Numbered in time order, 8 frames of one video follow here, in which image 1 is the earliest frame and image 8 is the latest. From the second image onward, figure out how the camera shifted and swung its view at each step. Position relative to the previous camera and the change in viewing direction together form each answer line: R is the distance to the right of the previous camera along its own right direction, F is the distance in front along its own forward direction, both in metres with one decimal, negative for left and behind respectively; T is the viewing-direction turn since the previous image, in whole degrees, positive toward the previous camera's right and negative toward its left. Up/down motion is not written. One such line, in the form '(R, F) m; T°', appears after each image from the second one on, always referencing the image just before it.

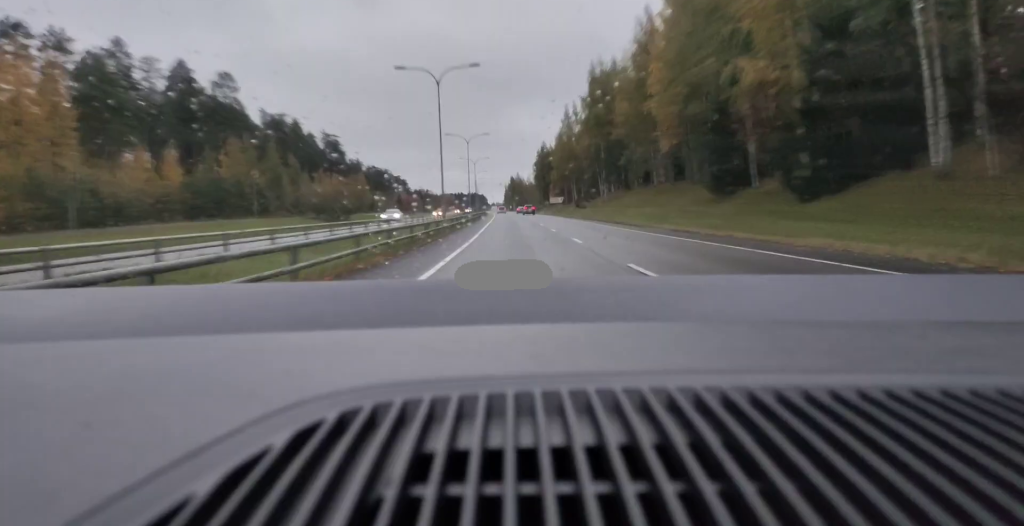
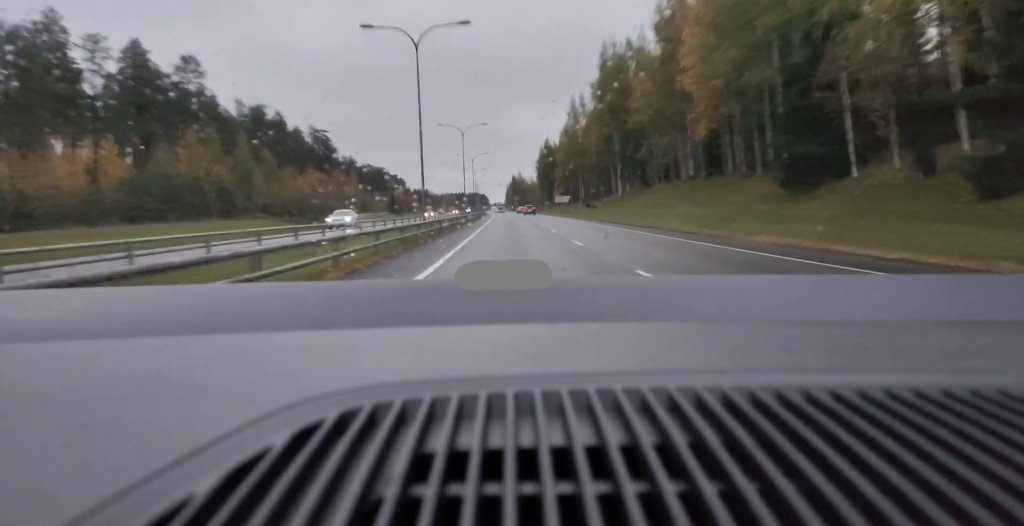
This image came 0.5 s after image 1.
(+0.1, +12.7) m; 0°
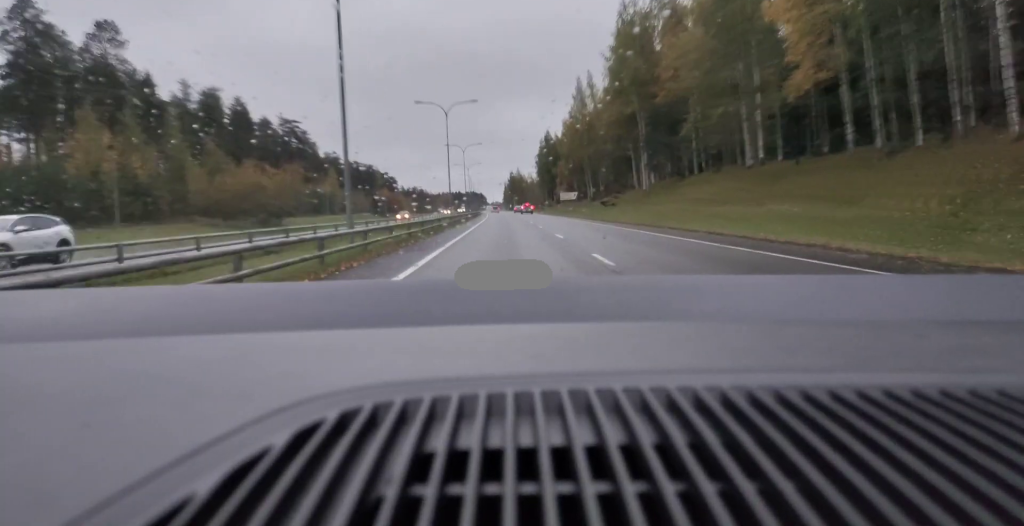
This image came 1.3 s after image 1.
(0.0, +20.4) m; -1°
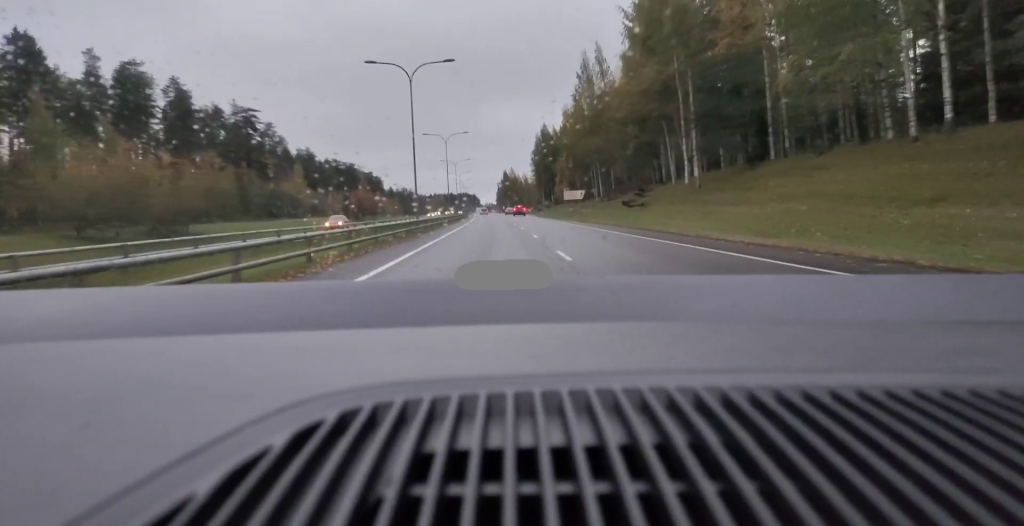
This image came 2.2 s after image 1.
(-0.2, +22.1) m; 0°
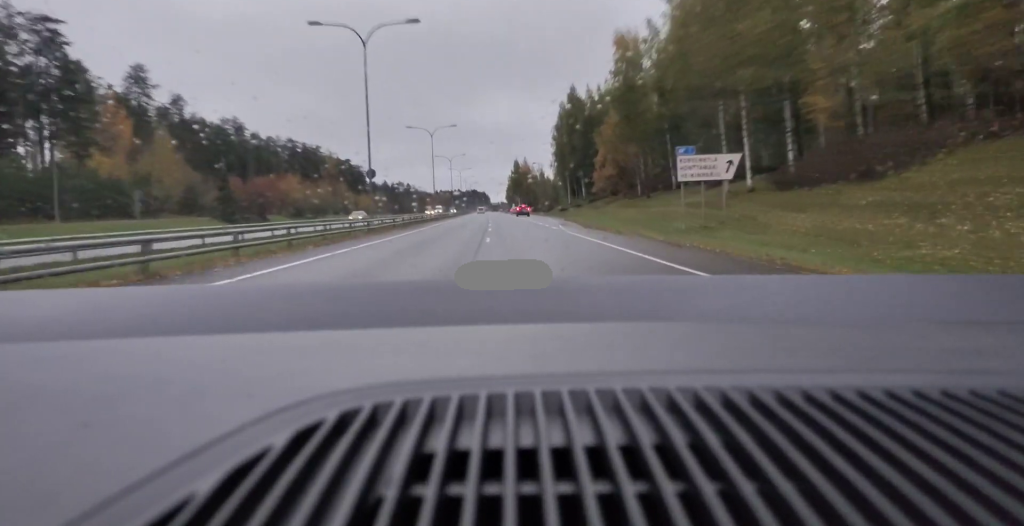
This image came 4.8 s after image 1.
(-0.8, +62.9) m; -2°
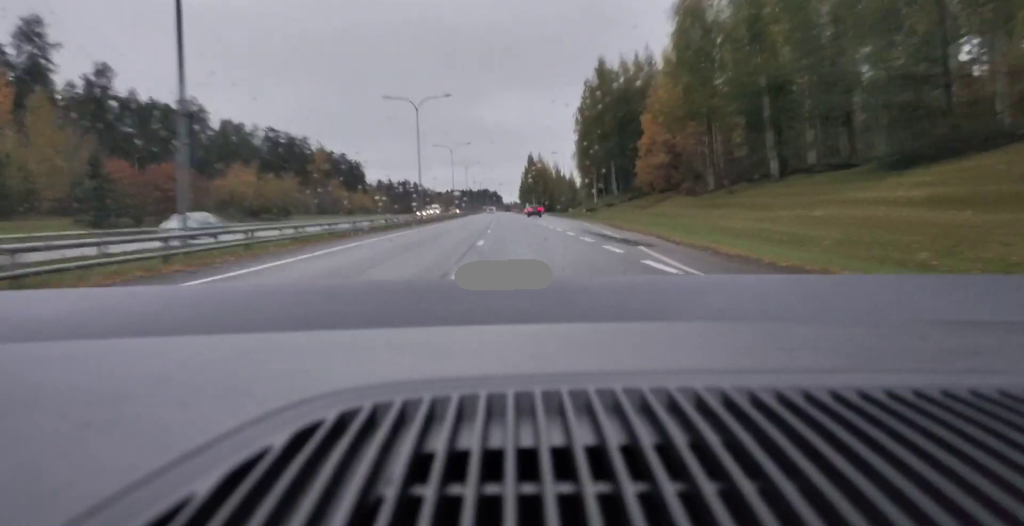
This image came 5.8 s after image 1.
(0.0, +27.0) m; 0°
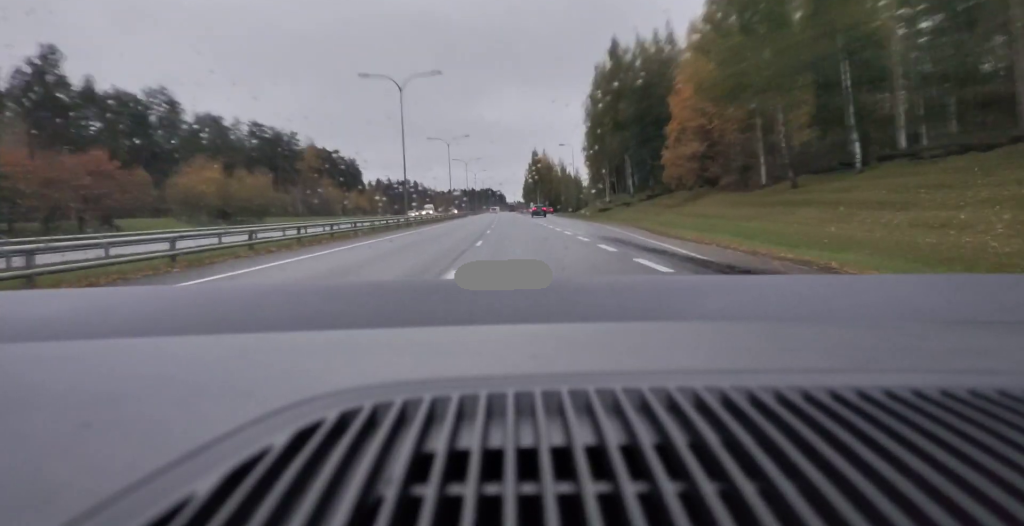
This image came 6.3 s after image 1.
(-0.1, +11.0) m; 0°
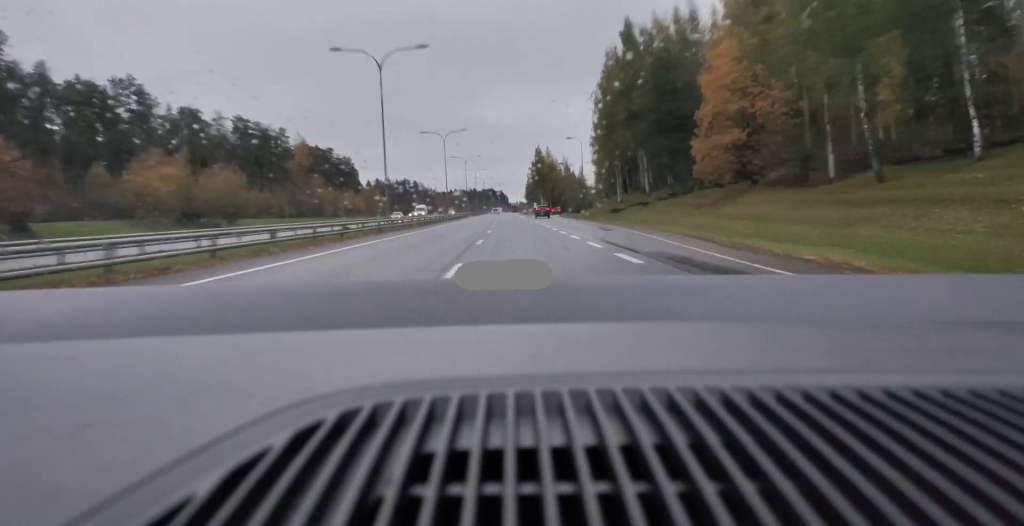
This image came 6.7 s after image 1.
(0.0, +9.9) m; 0°
